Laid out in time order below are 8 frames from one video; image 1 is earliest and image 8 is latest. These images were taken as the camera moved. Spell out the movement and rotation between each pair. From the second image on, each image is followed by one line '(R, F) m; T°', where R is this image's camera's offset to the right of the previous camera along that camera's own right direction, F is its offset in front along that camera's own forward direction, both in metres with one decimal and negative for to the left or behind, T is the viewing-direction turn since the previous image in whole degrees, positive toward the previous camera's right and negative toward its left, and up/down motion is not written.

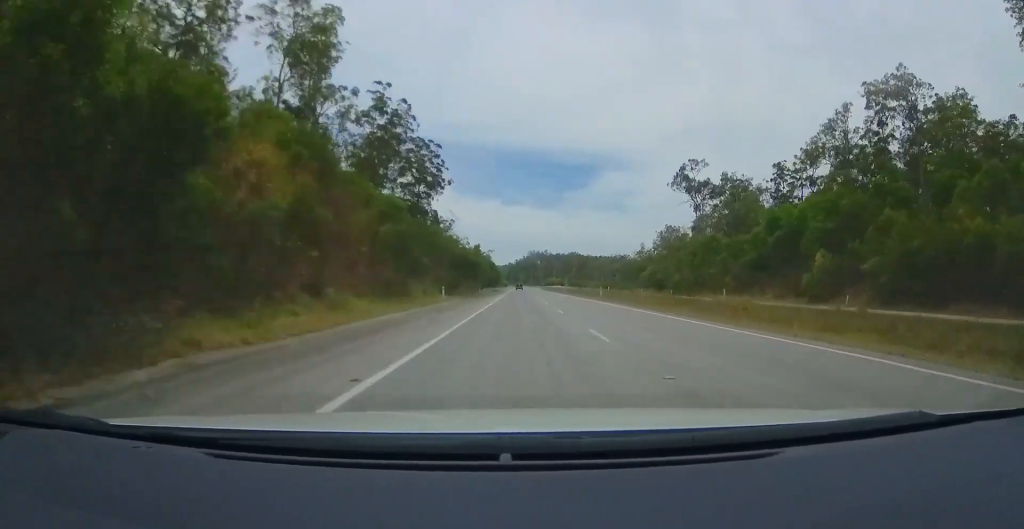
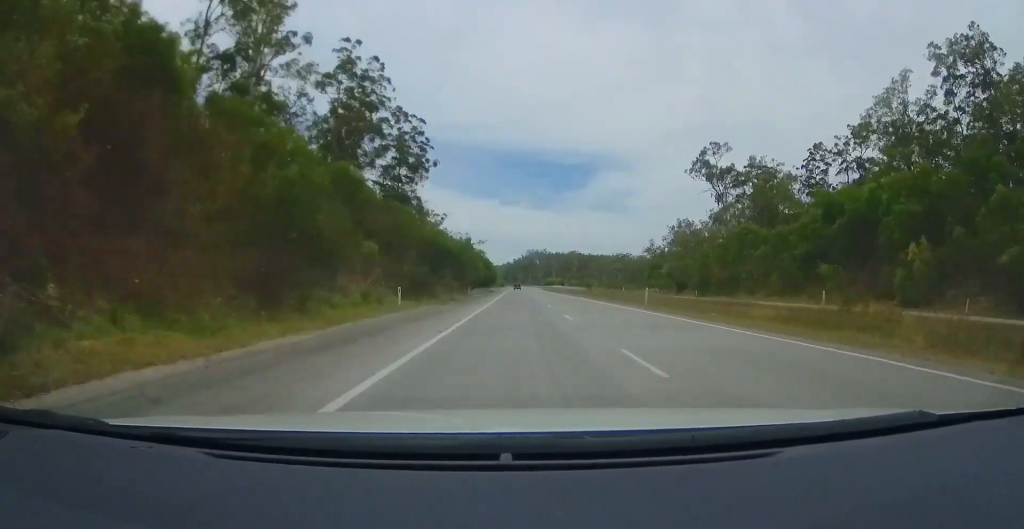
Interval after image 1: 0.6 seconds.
(-0.2, +16.9) m; 0°
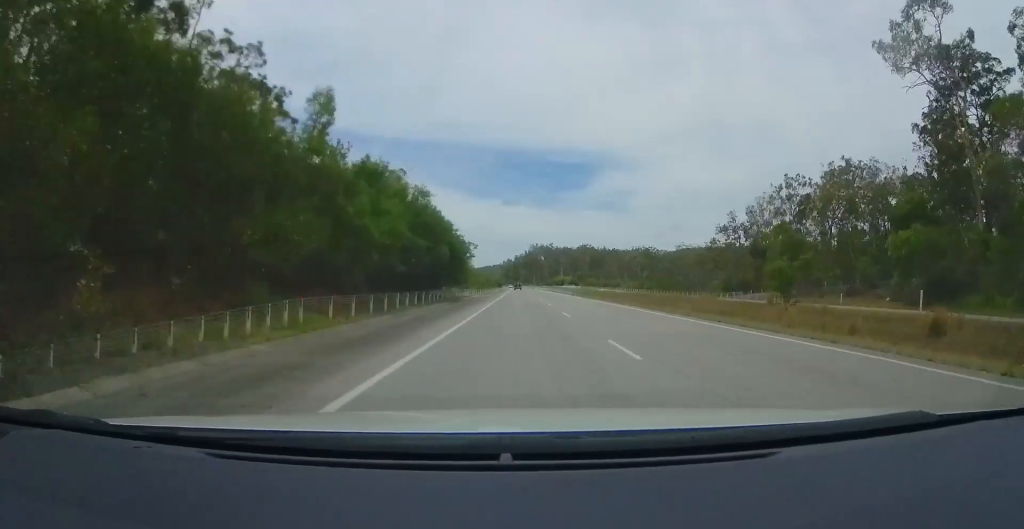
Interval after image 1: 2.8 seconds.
(-0.1, +67.6) m; -1°
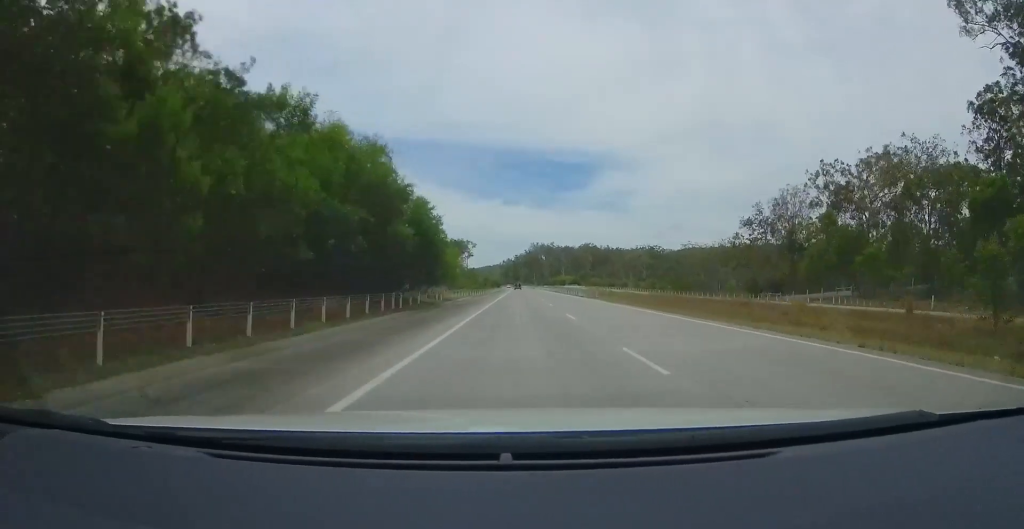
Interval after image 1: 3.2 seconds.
(0.0, +13.2) m; 0°
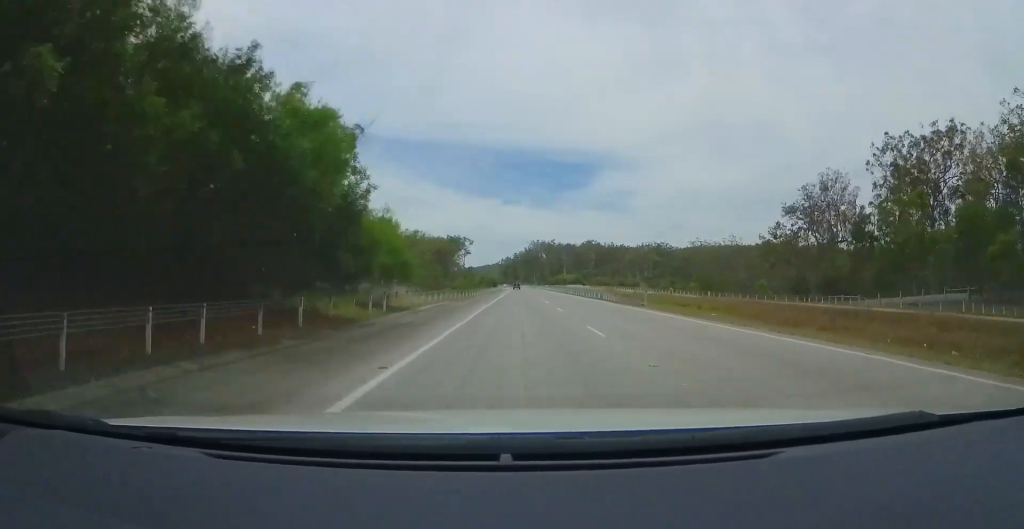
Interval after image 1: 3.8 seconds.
(0.0, +18.0) m; 0°
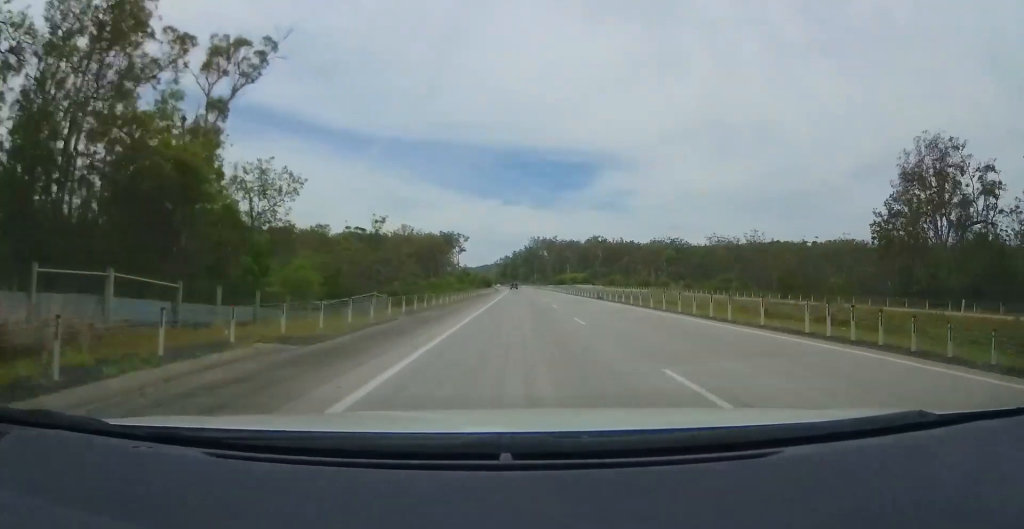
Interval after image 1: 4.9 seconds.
(-0.1, +31.2) m; 0°
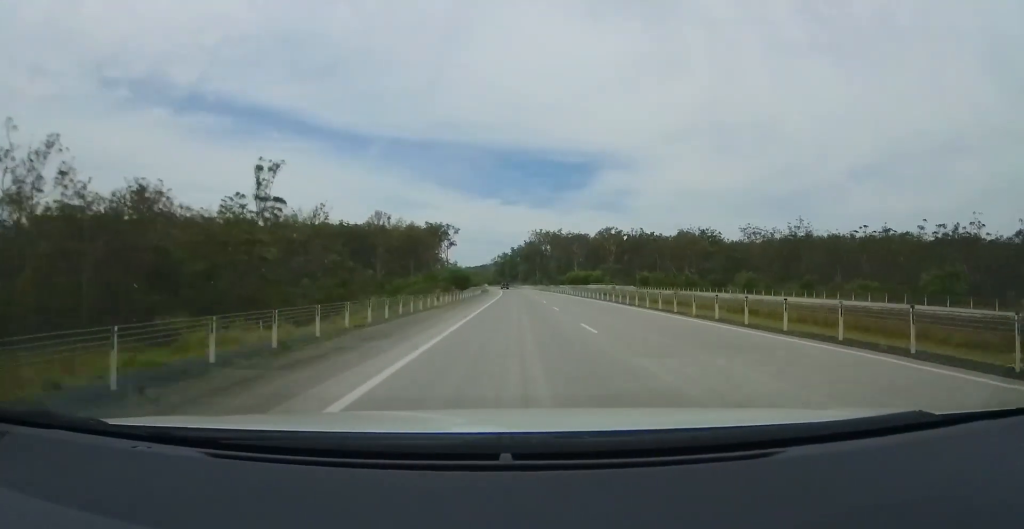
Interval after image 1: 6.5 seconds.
(+0.6, +49.2) m; +1°
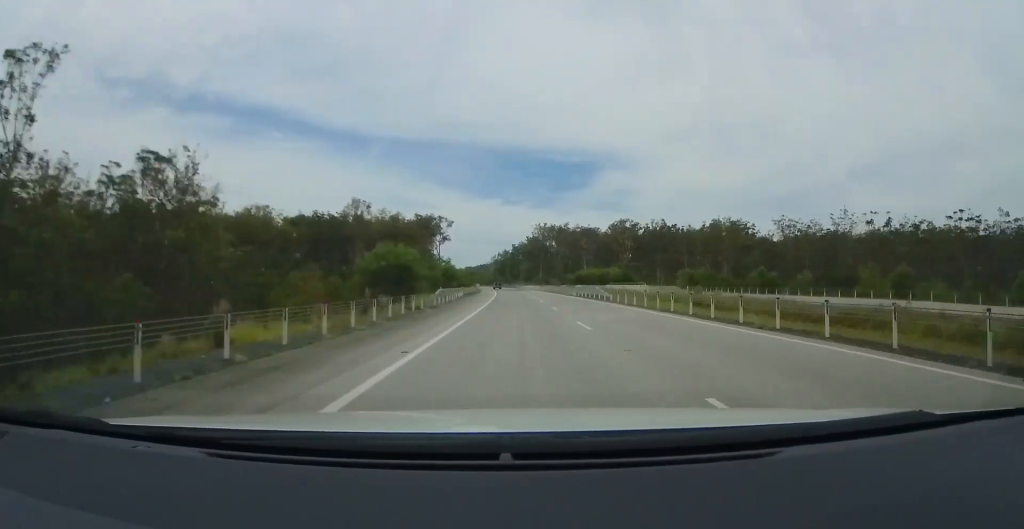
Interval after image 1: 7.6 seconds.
(-0.7, +33.7) m; -1°
